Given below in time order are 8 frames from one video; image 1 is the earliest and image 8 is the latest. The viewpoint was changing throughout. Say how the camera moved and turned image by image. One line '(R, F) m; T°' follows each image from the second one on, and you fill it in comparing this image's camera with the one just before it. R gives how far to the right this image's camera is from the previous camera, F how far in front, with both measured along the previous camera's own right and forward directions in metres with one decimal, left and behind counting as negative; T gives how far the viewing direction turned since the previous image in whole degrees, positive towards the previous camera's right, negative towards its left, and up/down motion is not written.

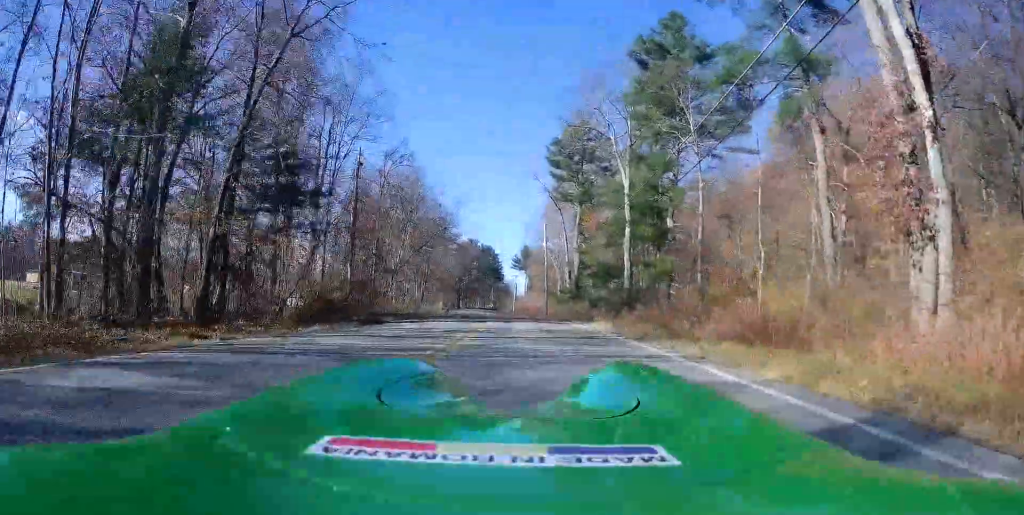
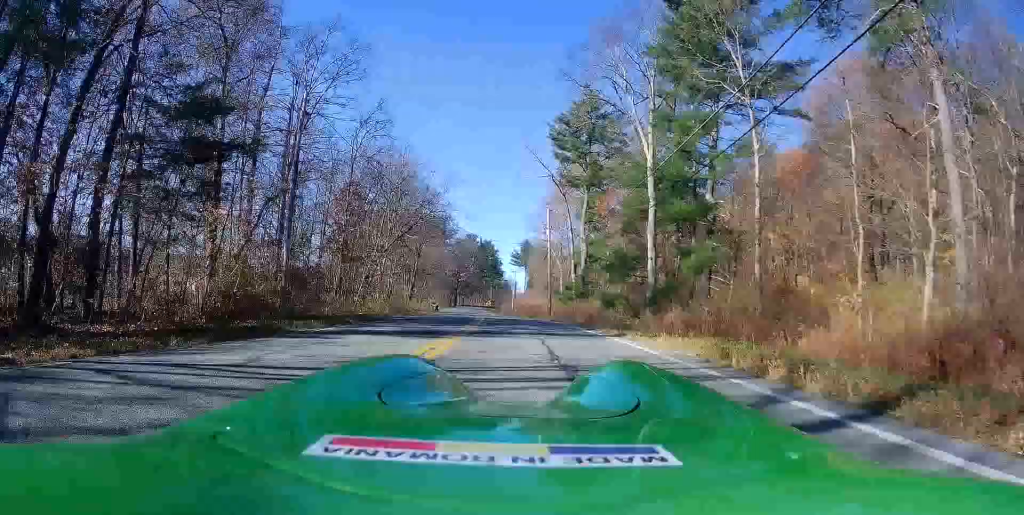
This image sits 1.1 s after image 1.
(+0.5, +9.1) m; +2°
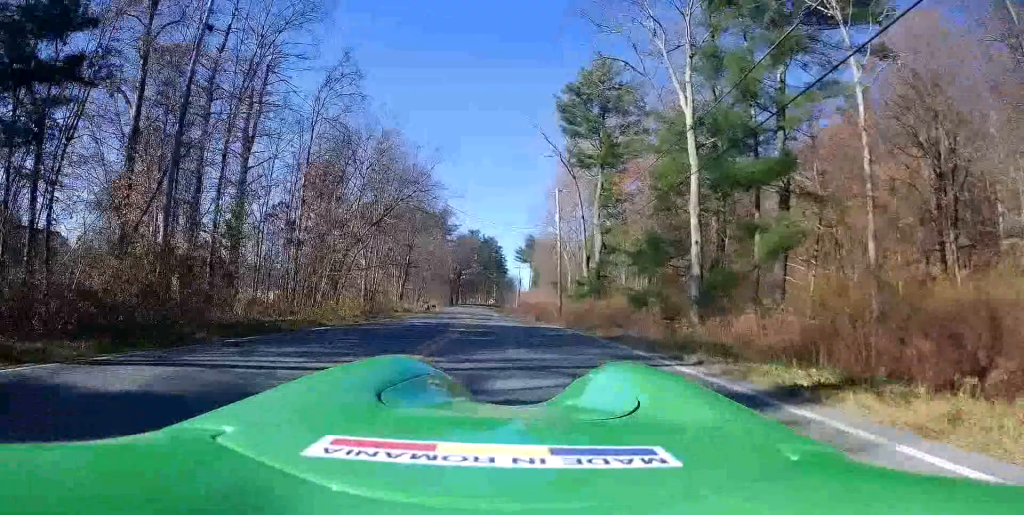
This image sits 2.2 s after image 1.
(-0.2, +9.5) m; -1°
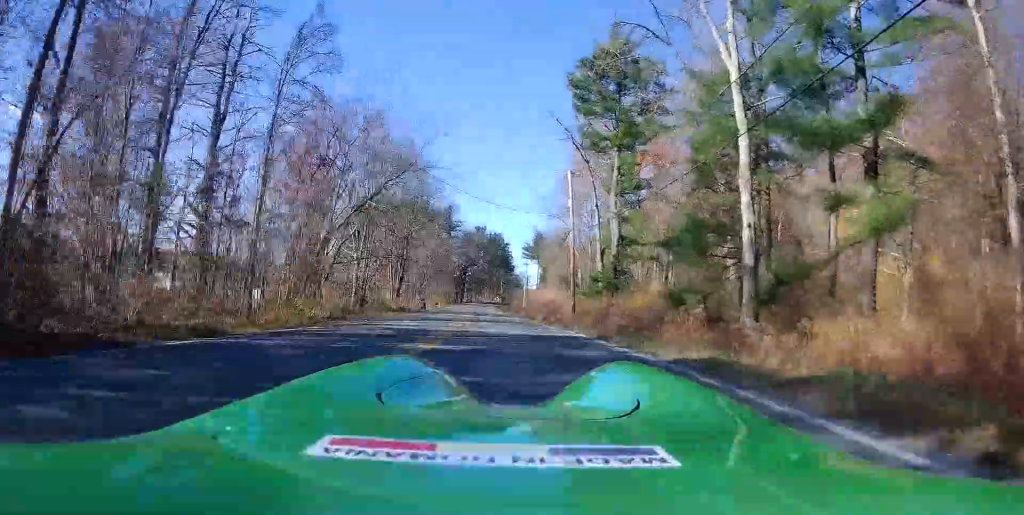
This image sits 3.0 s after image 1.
(0.0, +6.8) m; 0°
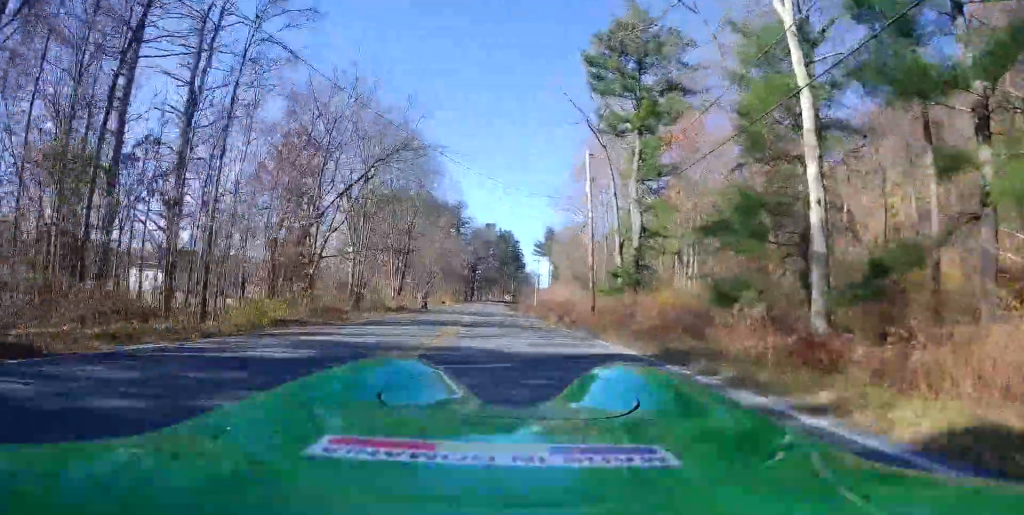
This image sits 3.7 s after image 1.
(0.0, +5.9) m; +1°
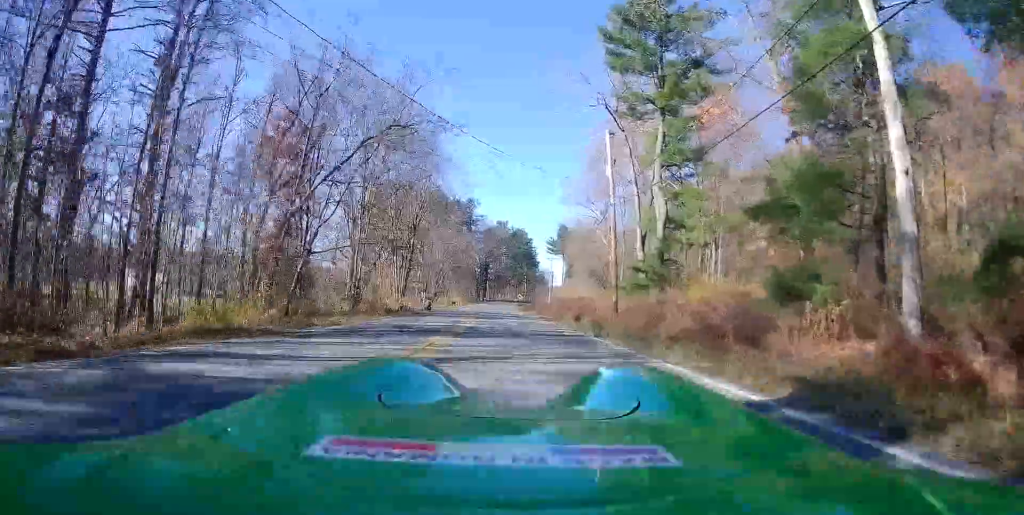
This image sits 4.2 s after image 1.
(0.0, +4.8) m; +1°
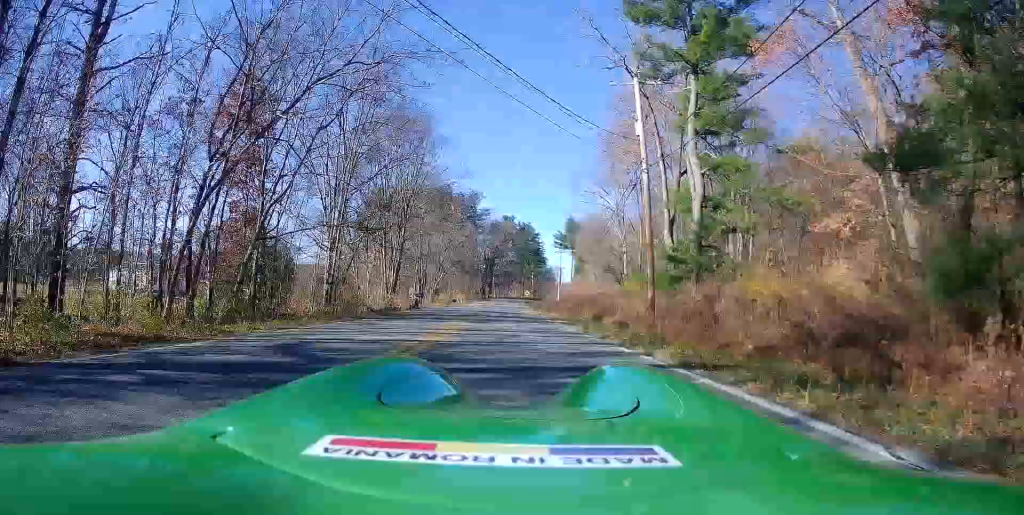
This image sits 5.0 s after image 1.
(+0.1, +7.3) m; +1°
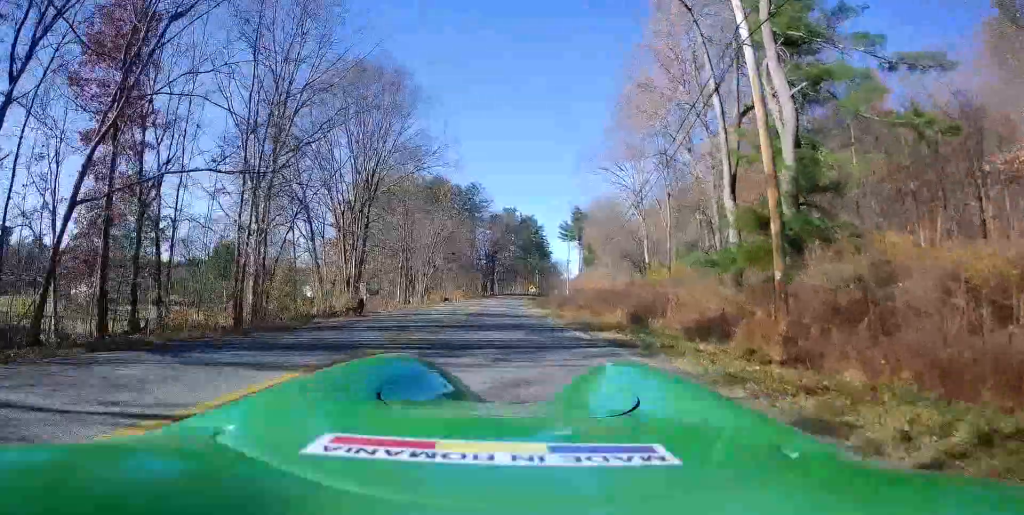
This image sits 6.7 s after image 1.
(-0.8, +14.2) m; -6°
